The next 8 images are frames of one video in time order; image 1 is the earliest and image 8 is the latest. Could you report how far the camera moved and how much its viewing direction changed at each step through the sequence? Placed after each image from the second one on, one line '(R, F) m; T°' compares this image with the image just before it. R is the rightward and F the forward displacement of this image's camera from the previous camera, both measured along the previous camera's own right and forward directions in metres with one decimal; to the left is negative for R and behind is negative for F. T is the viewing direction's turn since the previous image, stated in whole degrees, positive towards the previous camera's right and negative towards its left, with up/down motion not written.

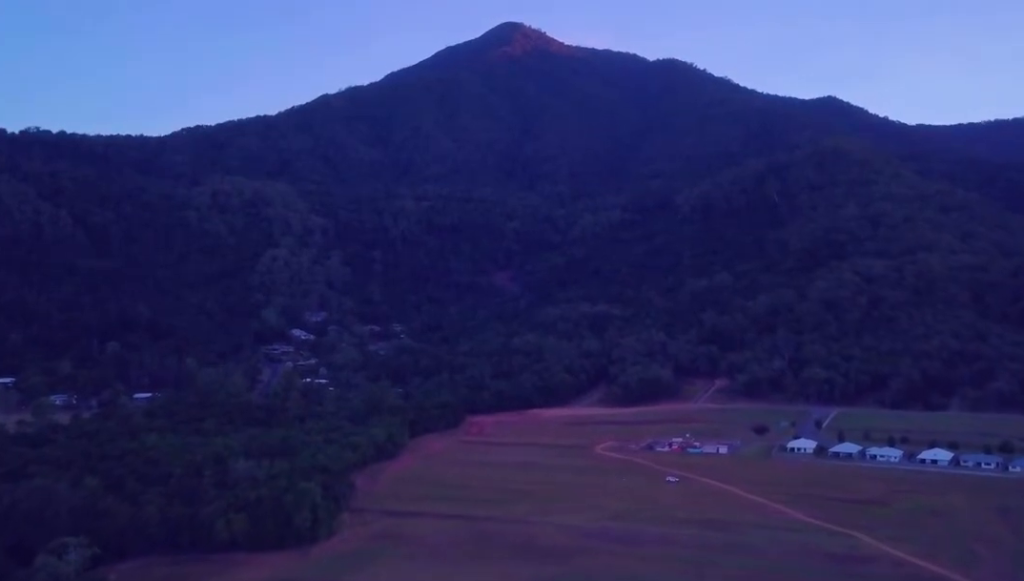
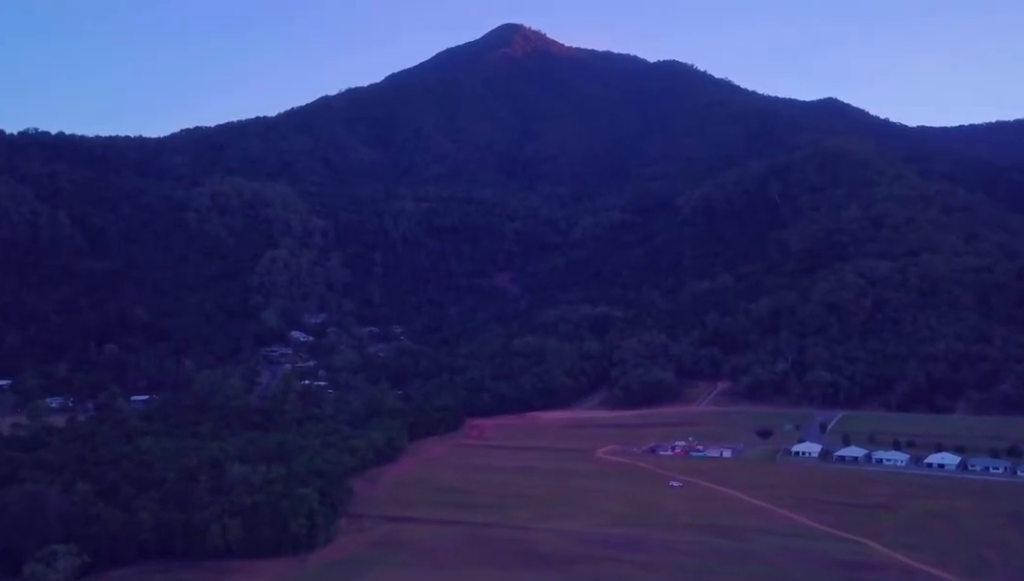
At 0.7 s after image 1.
(0.0, +4.7) m; 0°
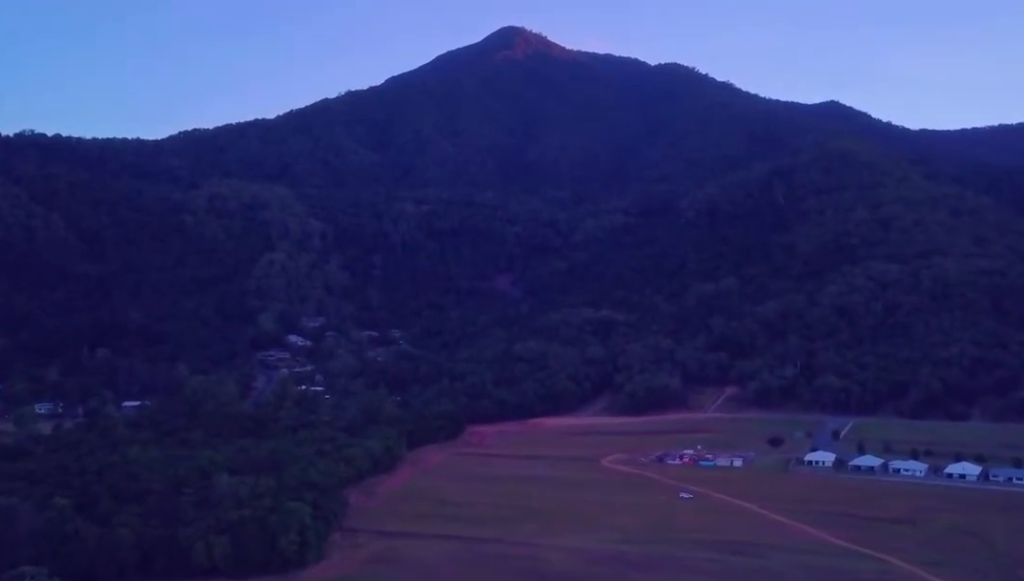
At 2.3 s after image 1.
(0.0, +12.0) m; 0°
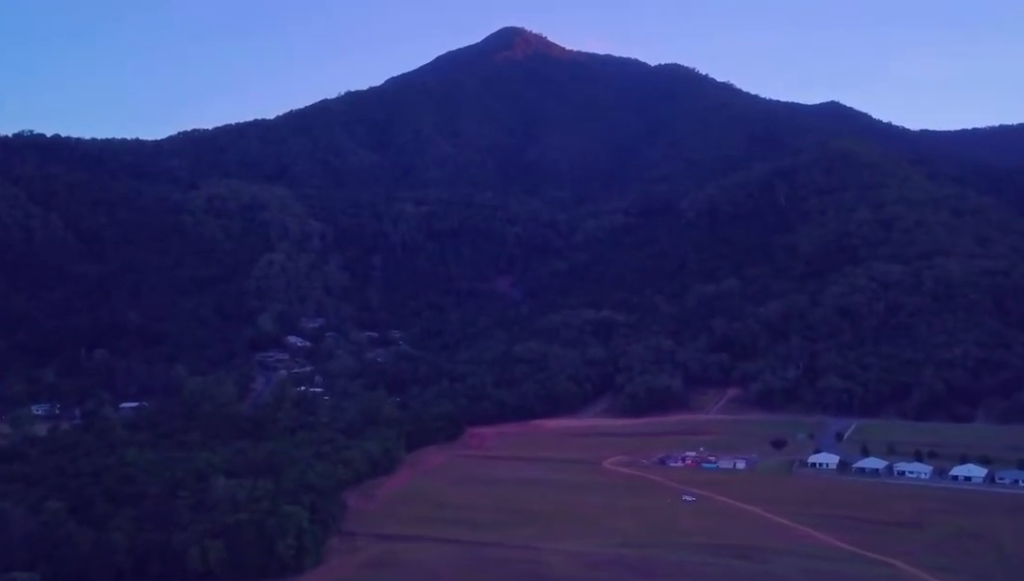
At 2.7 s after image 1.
(0.0, +3.0) m; 0°
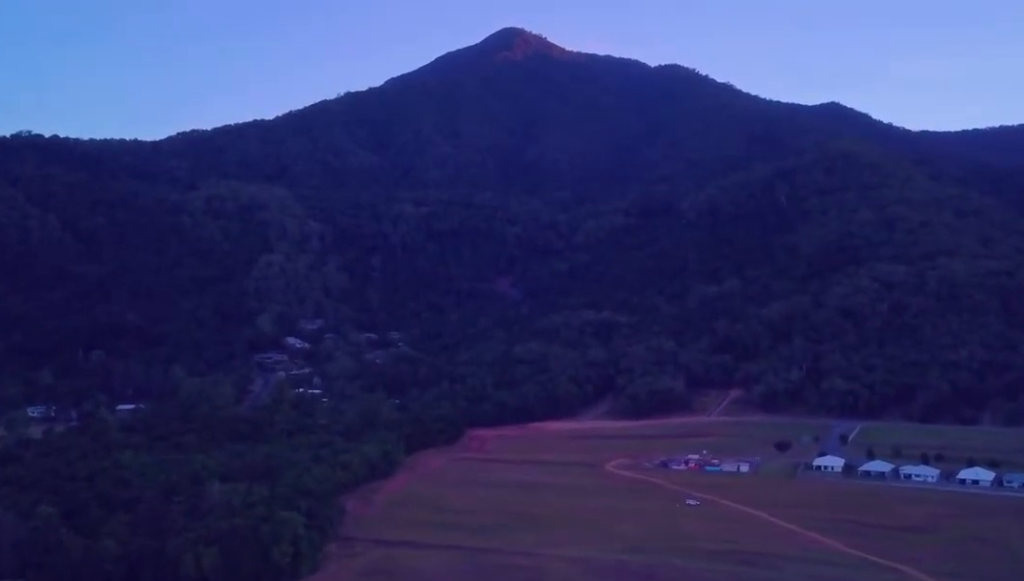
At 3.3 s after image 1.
(0.0, +4.2) m; 0°
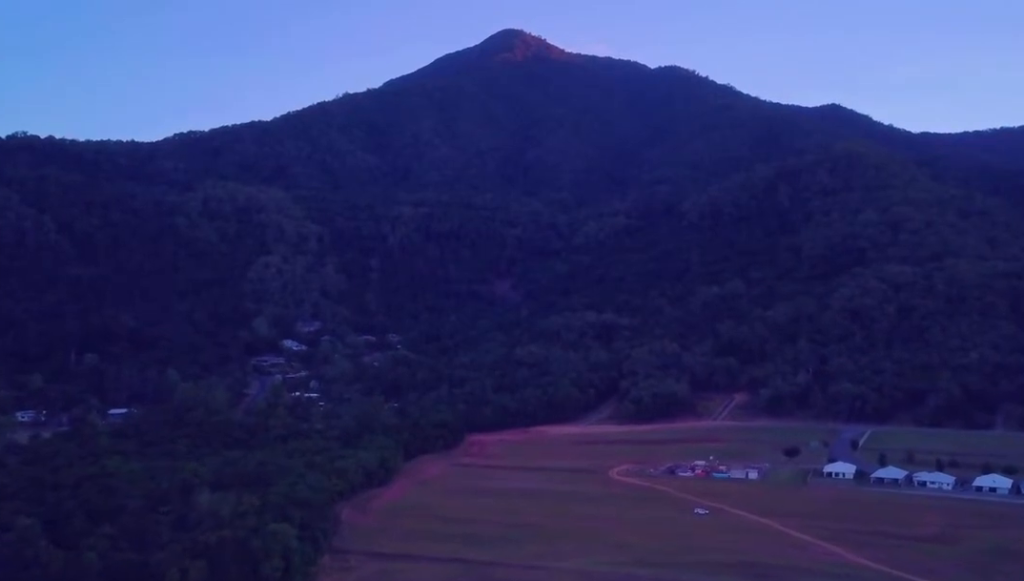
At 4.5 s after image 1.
(0.0, +9.1) m; 0°
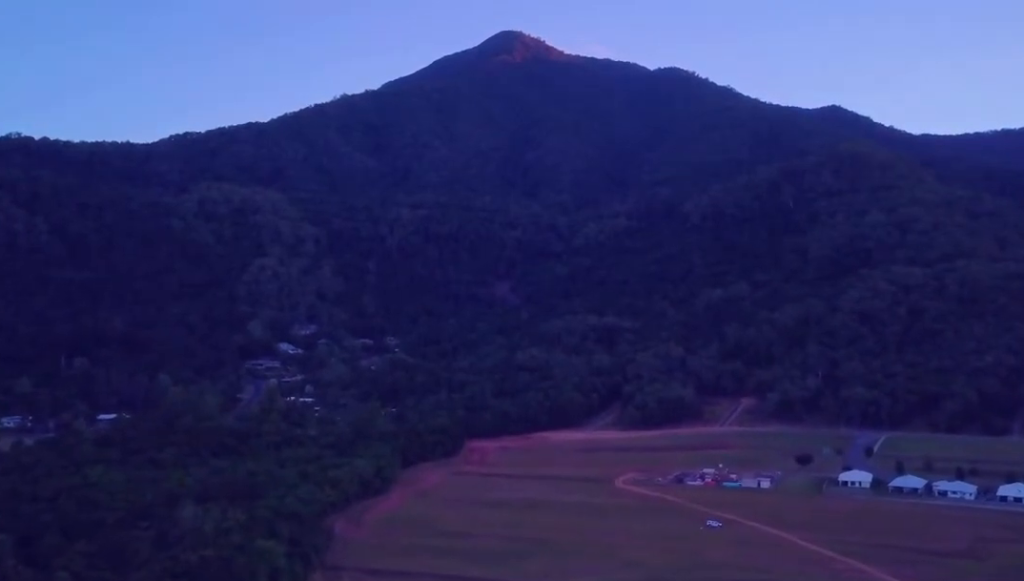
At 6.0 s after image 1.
(0.0, +11.9) m; 0°
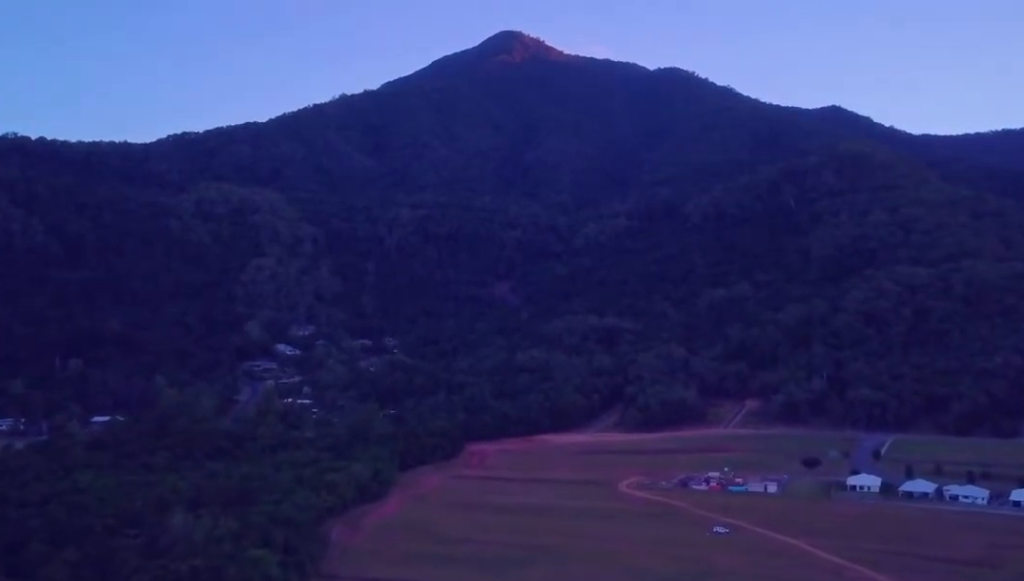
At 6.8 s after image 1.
(0.0, +6.1) m; 0°
